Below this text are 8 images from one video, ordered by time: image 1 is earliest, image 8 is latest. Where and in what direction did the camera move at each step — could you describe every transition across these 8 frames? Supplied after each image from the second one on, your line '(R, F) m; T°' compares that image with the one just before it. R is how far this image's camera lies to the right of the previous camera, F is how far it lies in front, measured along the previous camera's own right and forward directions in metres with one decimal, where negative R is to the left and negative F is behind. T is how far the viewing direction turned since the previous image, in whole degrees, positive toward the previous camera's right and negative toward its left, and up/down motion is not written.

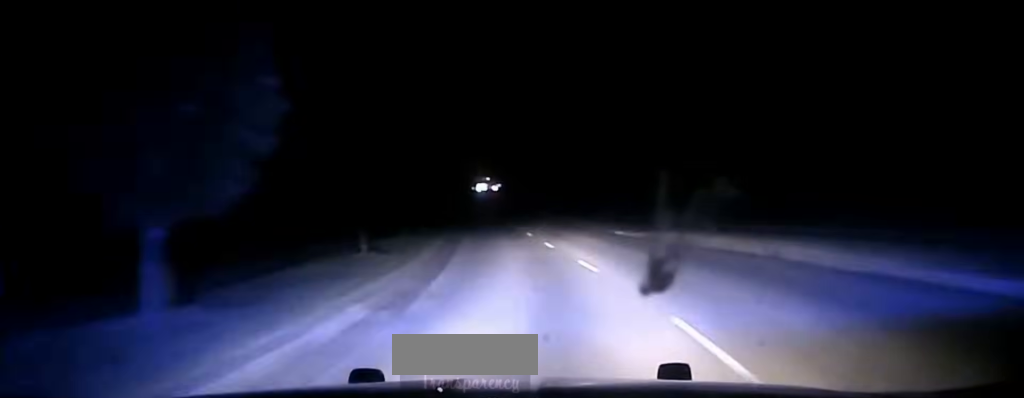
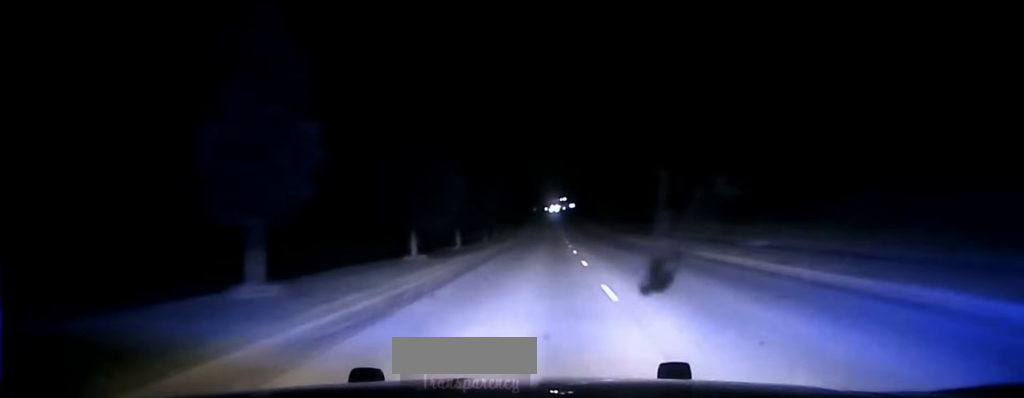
(-1.7, +33.5) m; -7°
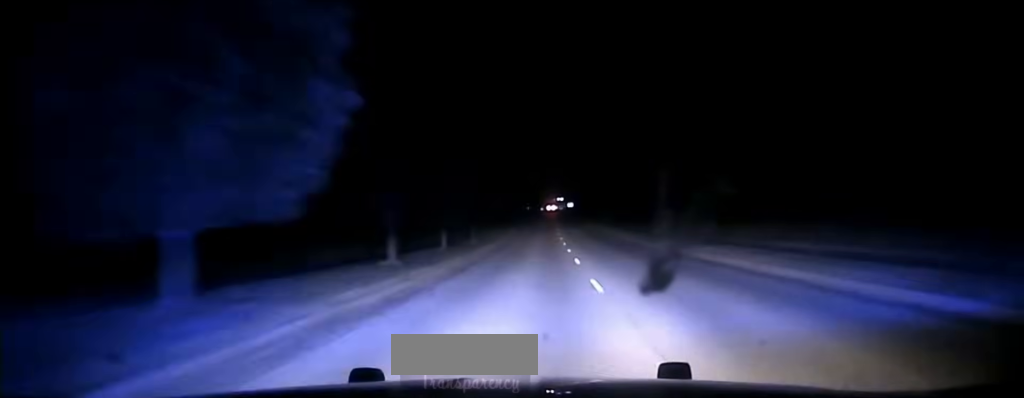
(-1.4, +30.0) m; -3°
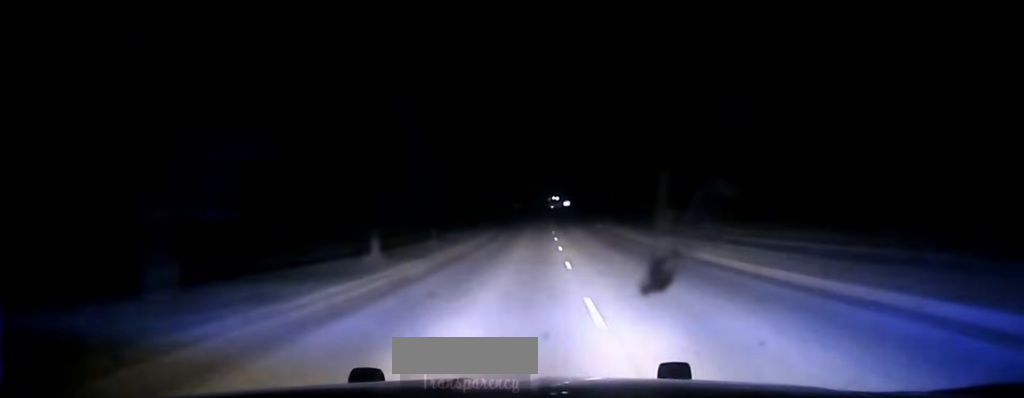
(-0.3, +28.9) m; 0°
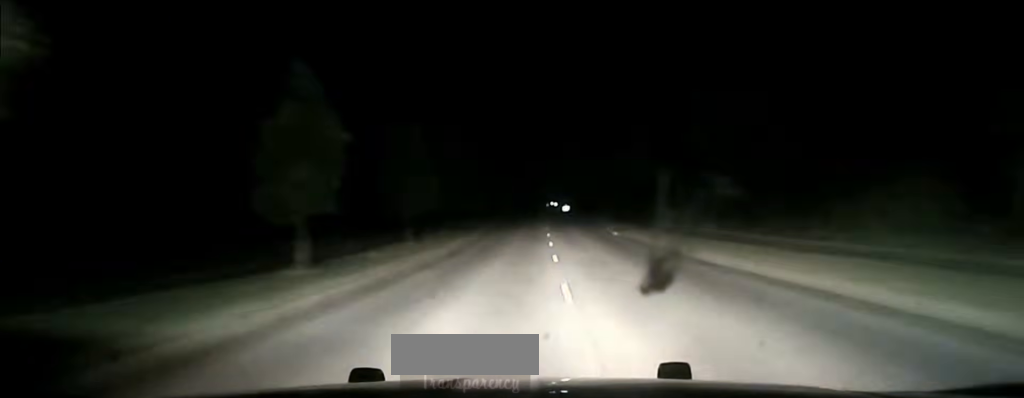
(0.0, +21.6) m; 0°
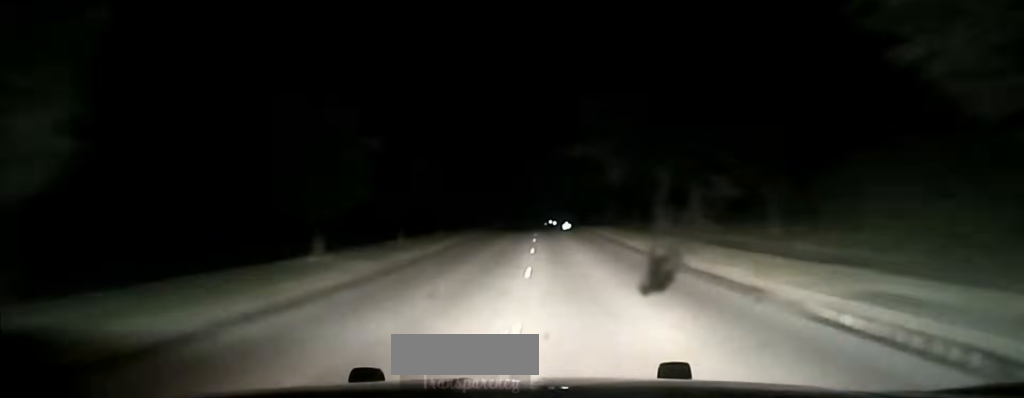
(+0.5, +44.2) m; +1°
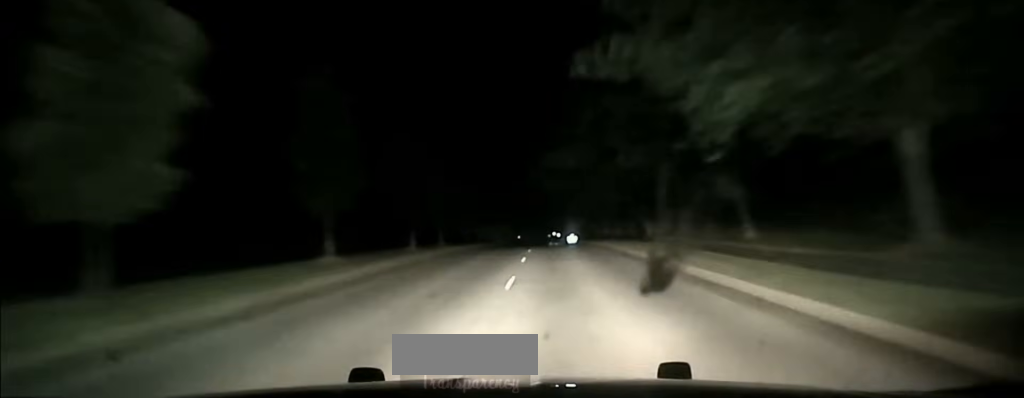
(+0.1, +30.5) m; 0°
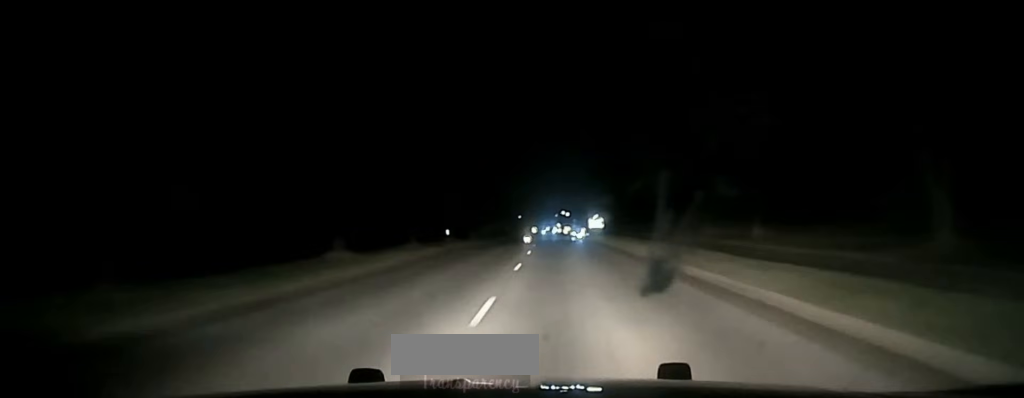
(-0.7, +86.9) m; -1°
